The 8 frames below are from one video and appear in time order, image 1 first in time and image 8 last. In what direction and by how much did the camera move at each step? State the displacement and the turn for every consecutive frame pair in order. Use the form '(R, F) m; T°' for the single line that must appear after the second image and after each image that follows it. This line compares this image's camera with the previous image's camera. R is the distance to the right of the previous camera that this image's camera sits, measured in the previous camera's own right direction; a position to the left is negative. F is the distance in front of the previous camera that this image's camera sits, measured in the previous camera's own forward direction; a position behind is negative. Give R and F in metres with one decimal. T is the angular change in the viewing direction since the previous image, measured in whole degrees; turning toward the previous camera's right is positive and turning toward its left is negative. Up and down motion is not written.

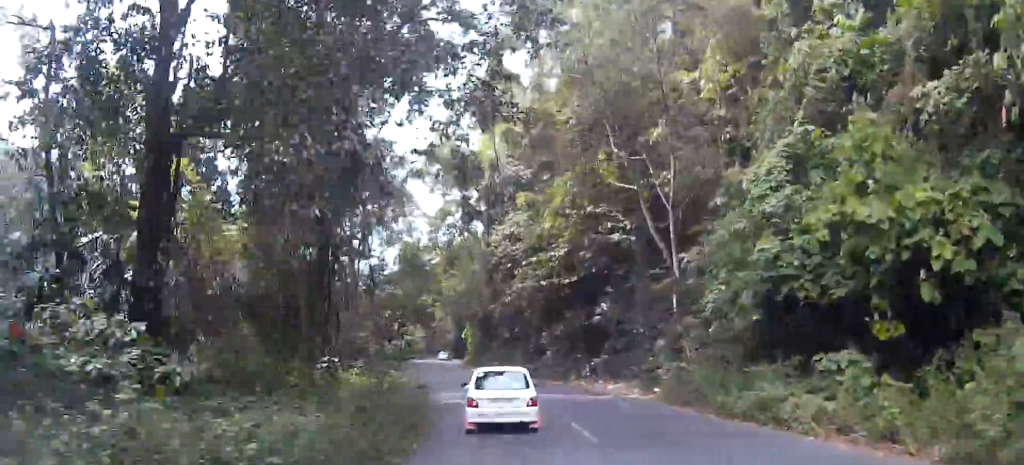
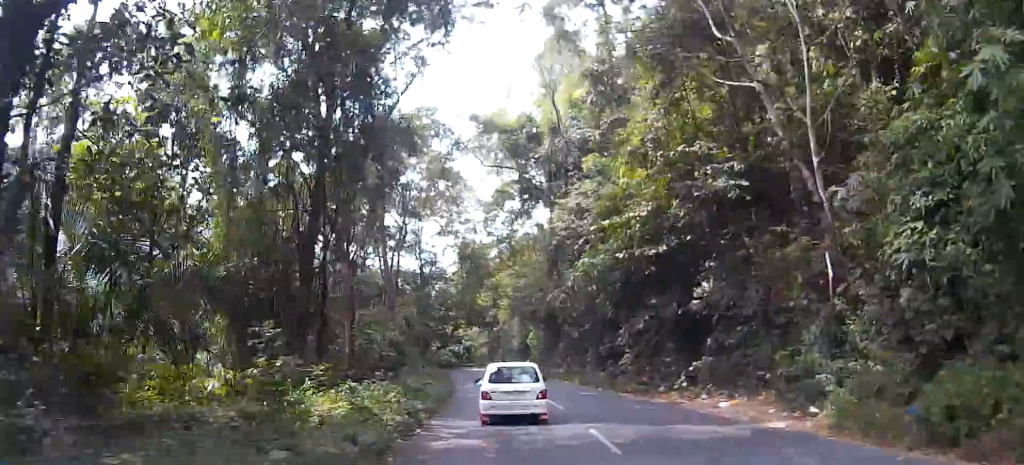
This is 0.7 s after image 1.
(-0.2, +10.4) m; -1°
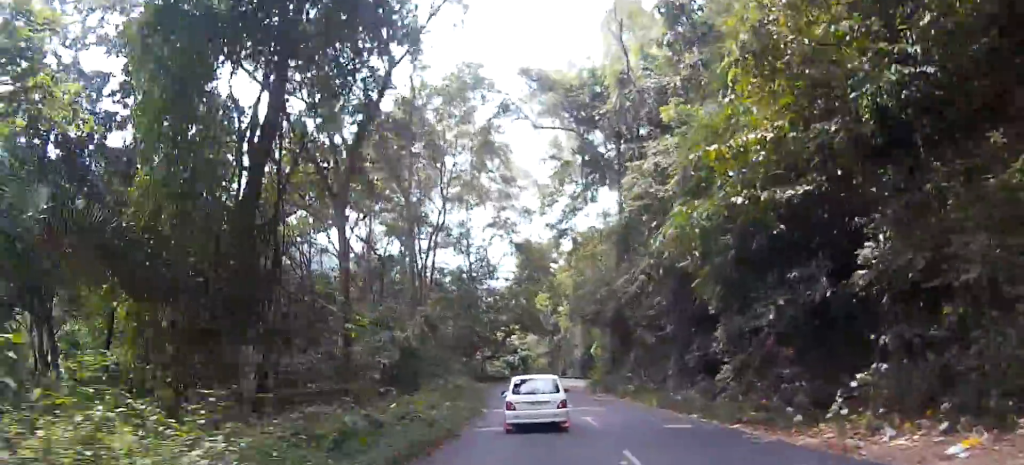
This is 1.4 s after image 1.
(-0.1, +10.0) m; 0°
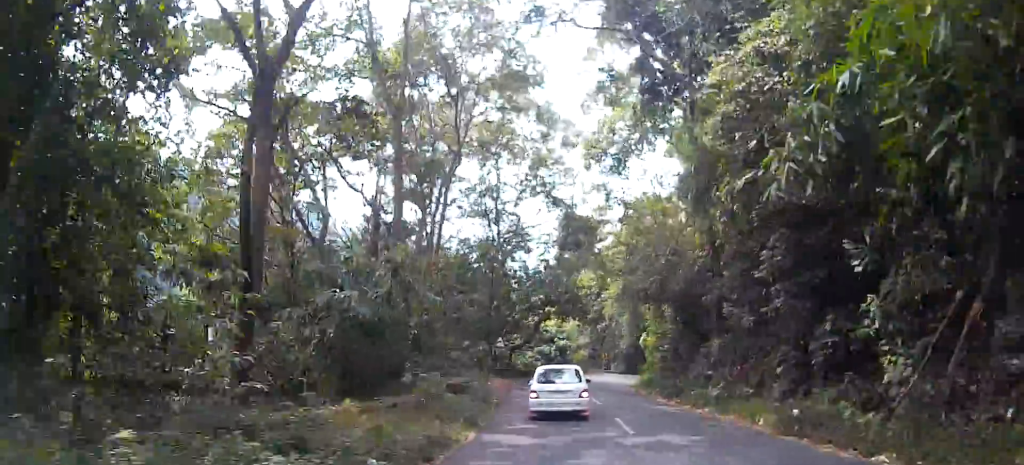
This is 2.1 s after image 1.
(0.0, +11.1) m; +1°
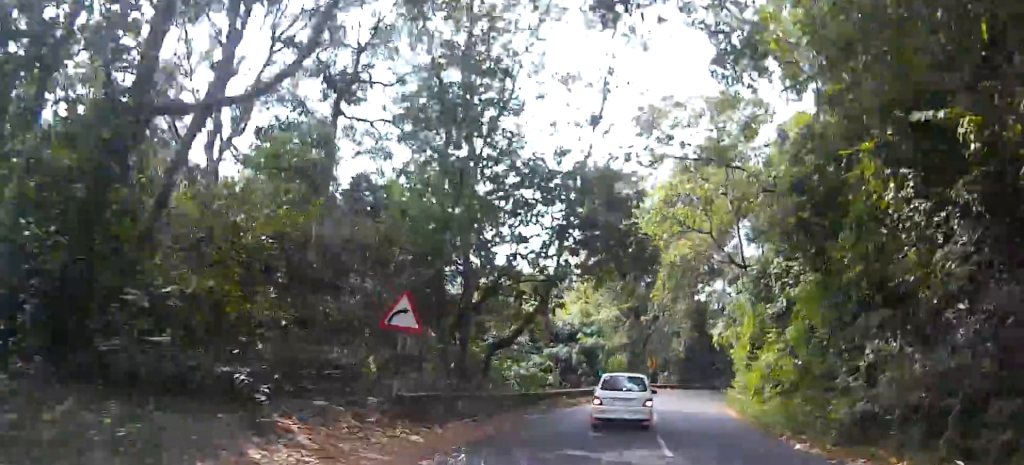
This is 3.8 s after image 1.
(-0.5, +25.3) m; -4°
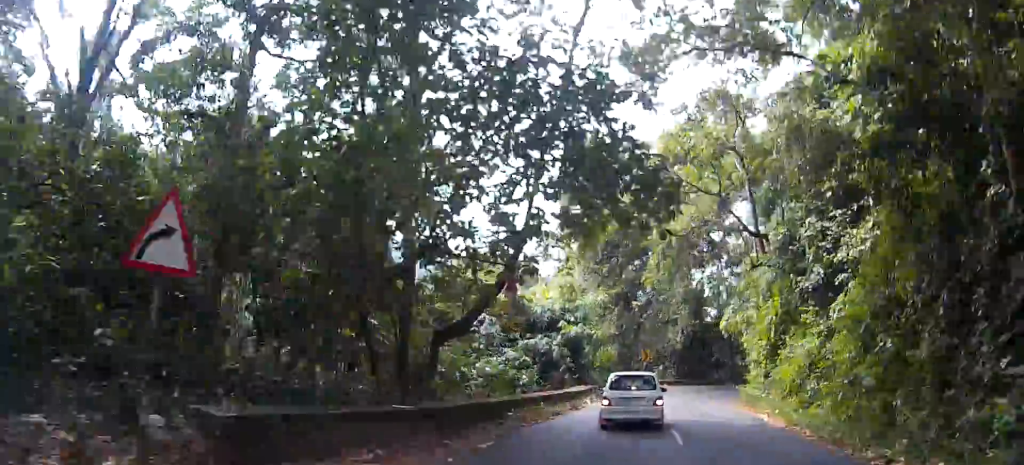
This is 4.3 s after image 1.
(-0.1, +6.5) m; -1°
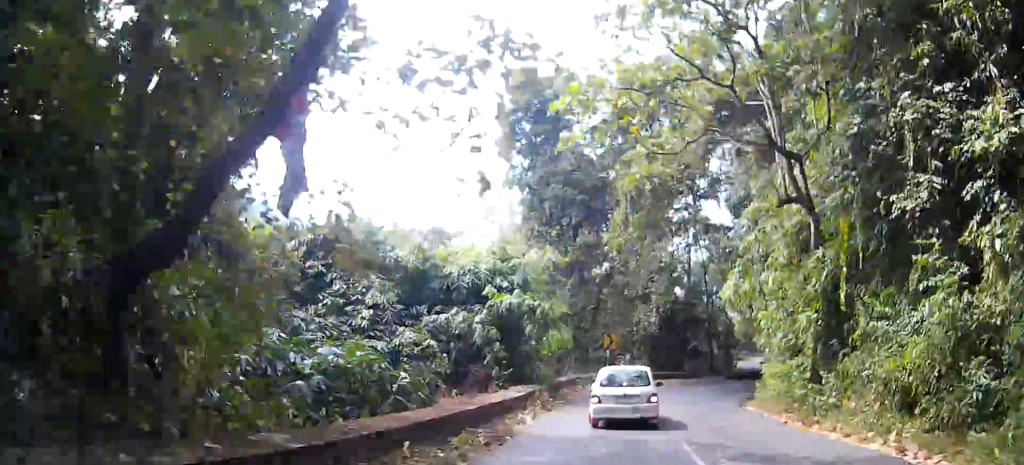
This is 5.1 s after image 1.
(-0.1, +10.7) m; +1°
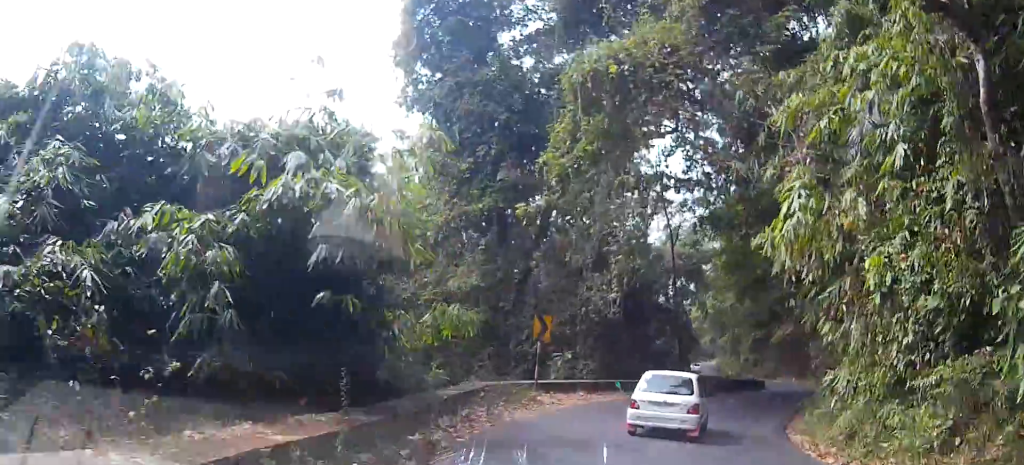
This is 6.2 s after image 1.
(+0.2, +13.1) m; +12°
